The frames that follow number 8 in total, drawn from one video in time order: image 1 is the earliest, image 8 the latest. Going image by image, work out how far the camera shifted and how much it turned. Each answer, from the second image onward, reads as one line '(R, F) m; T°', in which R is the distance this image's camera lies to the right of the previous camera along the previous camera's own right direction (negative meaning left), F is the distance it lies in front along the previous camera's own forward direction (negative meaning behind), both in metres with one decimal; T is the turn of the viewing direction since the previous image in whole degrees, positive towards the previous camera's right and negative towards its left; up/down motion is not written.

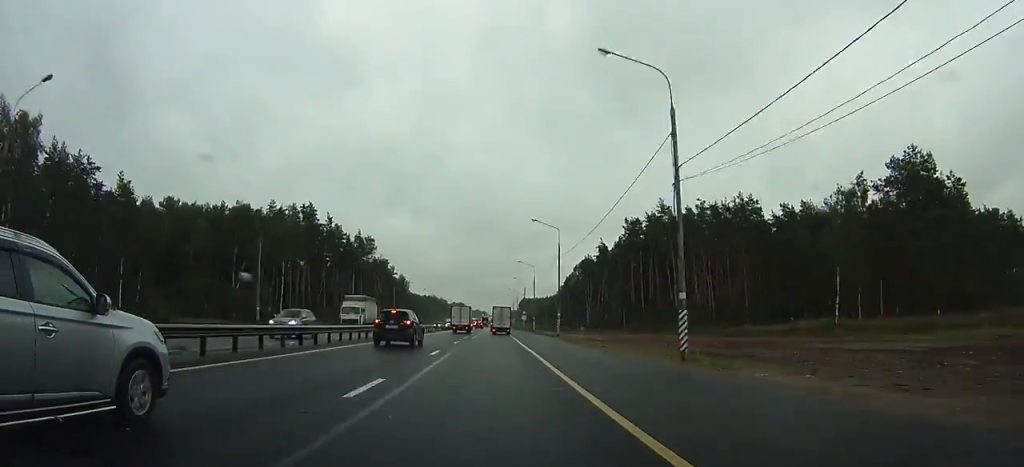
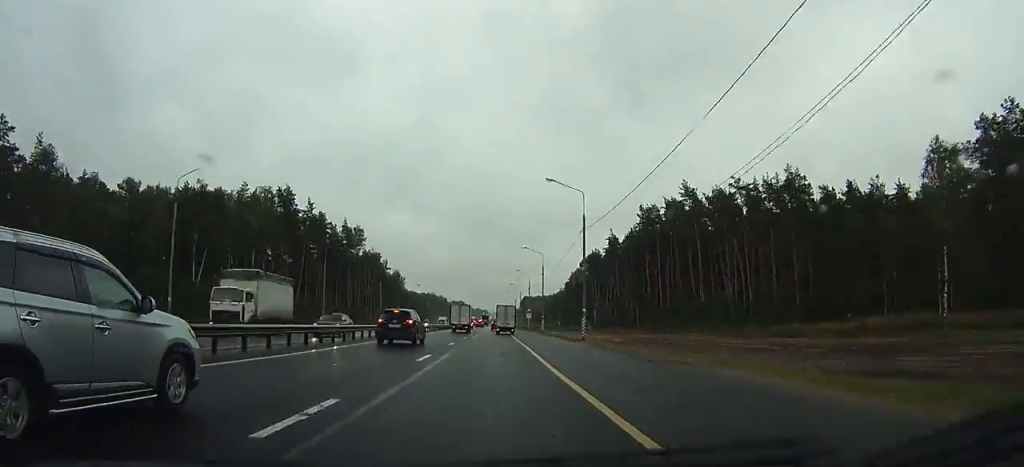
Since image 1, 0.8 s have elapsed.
(0.0, +15.8) m; 0°
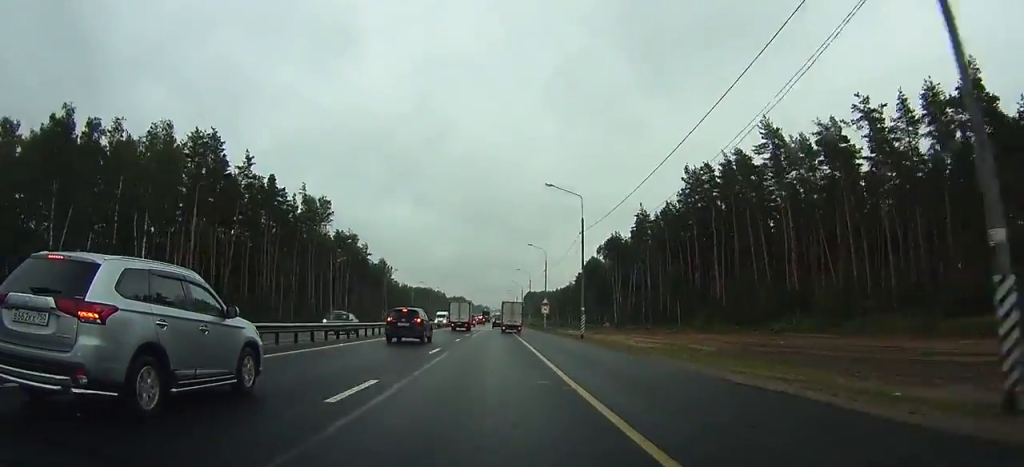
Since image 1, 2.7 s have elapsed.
(-0.1, +34.9) m; 0°
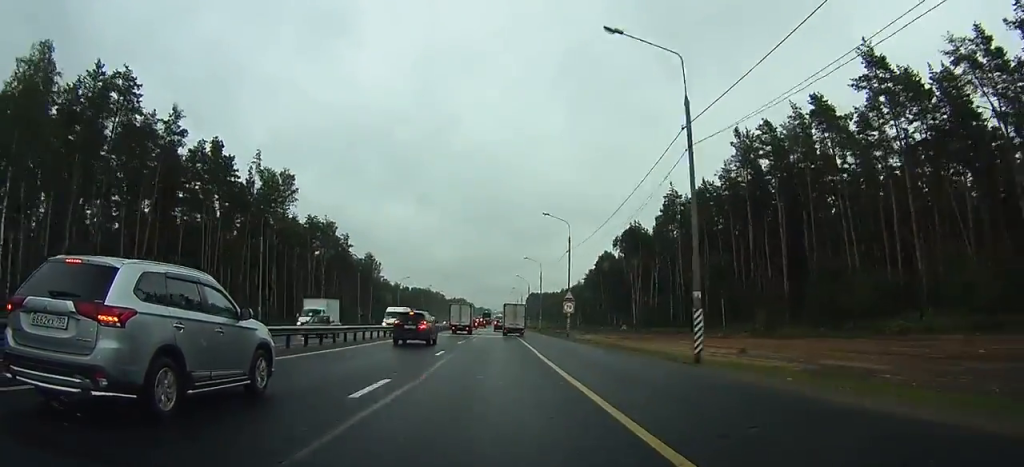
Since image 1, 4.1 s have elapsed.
(+0.2, +24.5) m; 0°
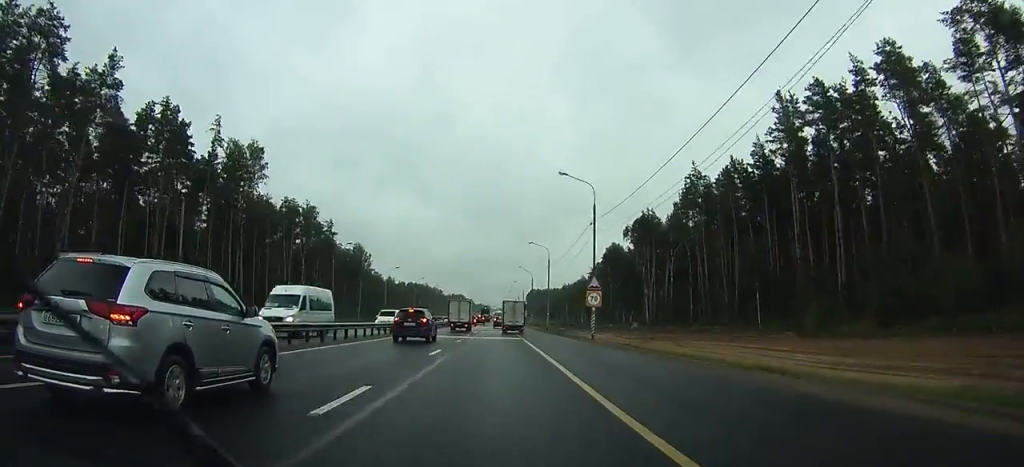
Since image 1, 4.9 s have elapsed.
(0.0, +14.9) m; 0°
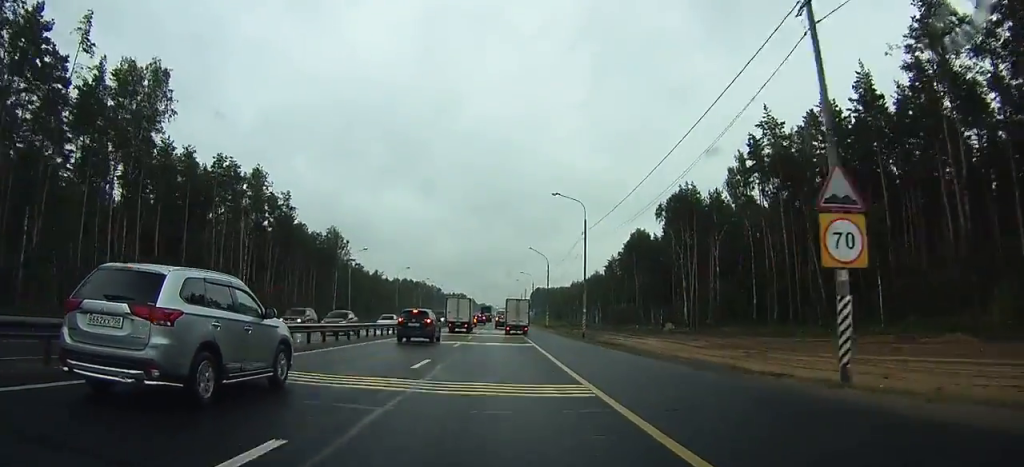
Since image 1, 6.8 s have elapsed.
(0.0, +29.7) m; 0°
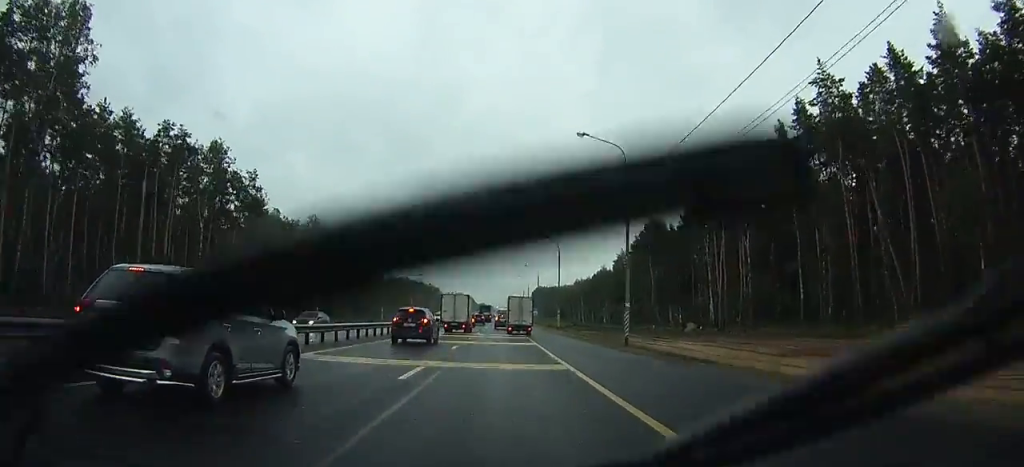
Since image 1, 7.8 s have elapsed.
(0.0, +14.3) m; 0°
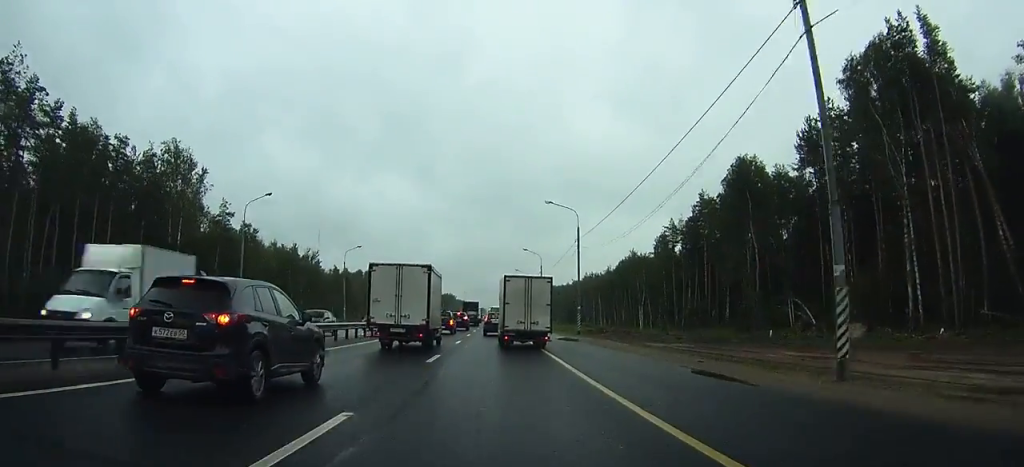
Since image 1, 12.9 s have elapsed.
(-0.6, +60.2) m; 0°
